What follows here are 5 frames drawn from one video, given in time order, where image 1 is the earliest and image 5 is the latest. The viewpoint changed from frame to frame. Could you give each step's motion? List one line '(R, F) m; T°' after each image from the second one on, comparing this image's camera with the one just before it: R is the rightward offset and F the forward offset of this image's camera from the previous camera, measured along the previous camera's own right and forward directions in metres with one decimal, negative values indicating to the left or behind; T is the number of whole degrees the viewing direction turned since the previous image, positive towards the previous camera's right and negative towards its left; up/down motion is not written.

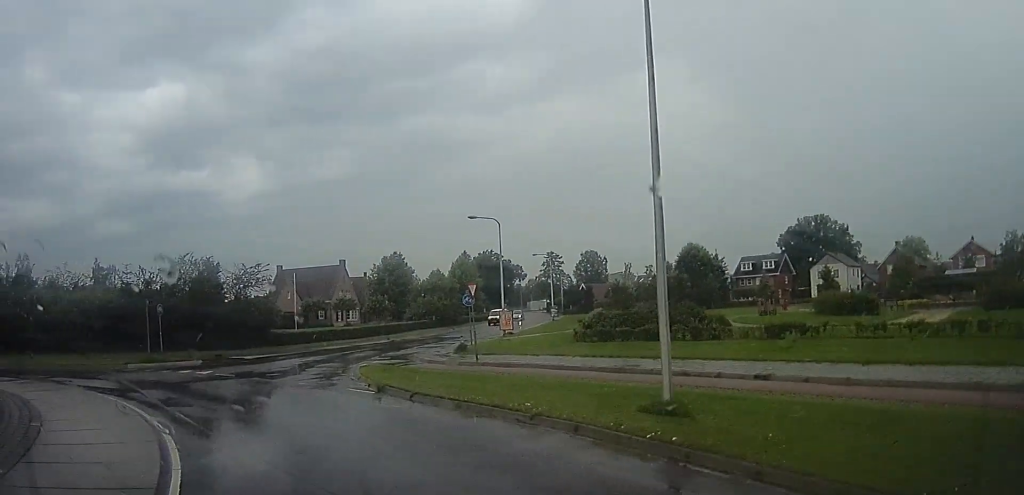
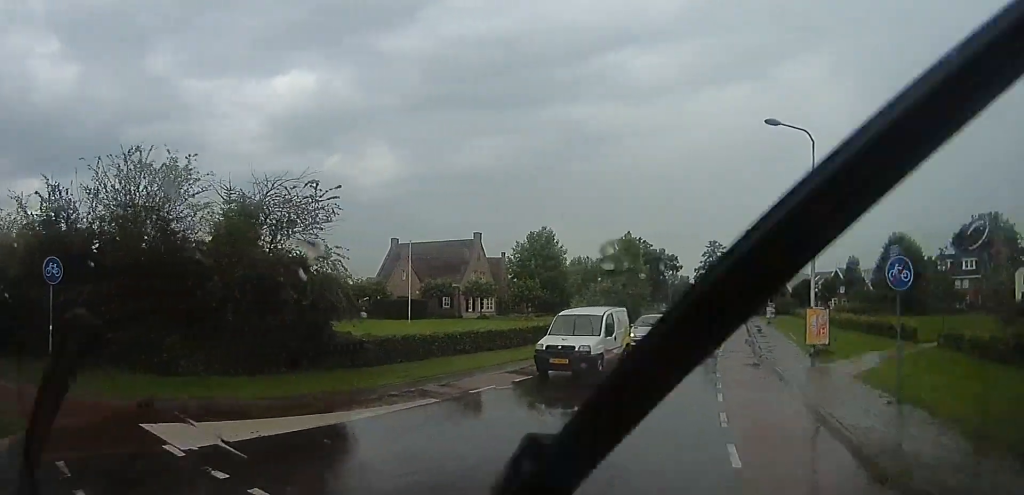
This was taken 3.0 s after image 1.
(-2.5, +18.8) m; -8°
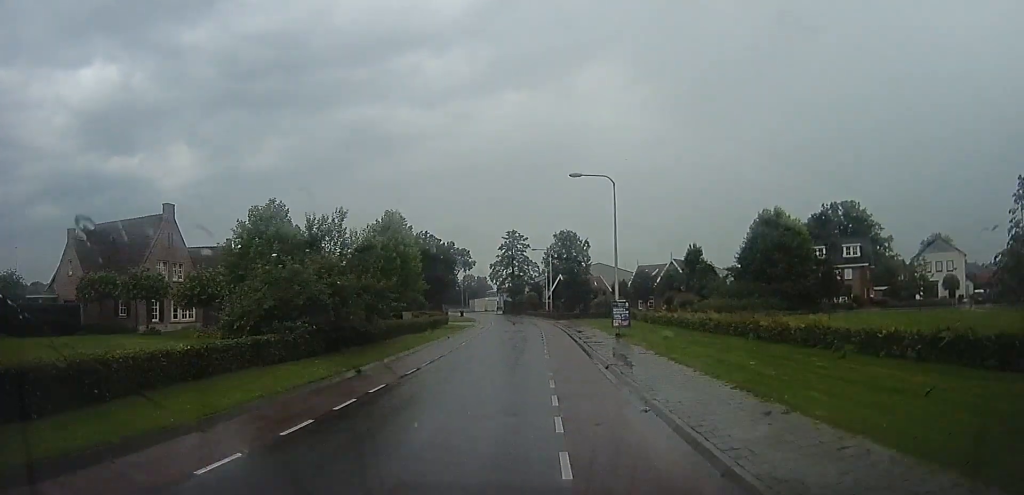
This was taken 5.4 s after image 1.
(+6.4, +17.7) m; +25°
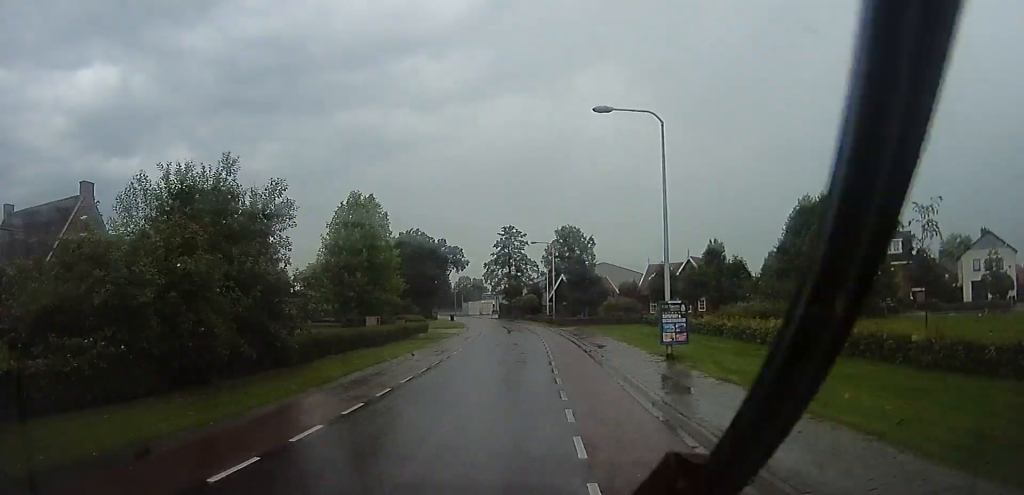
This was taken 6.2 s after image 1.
(-0.4, +8.7) m; -3°
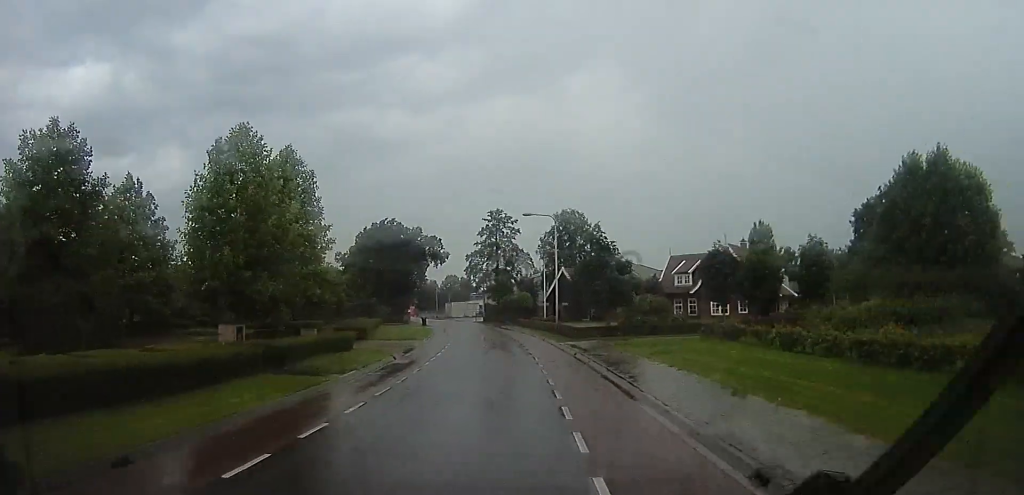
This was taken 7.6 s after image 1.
(-0.3, +15.8) m; -2°
